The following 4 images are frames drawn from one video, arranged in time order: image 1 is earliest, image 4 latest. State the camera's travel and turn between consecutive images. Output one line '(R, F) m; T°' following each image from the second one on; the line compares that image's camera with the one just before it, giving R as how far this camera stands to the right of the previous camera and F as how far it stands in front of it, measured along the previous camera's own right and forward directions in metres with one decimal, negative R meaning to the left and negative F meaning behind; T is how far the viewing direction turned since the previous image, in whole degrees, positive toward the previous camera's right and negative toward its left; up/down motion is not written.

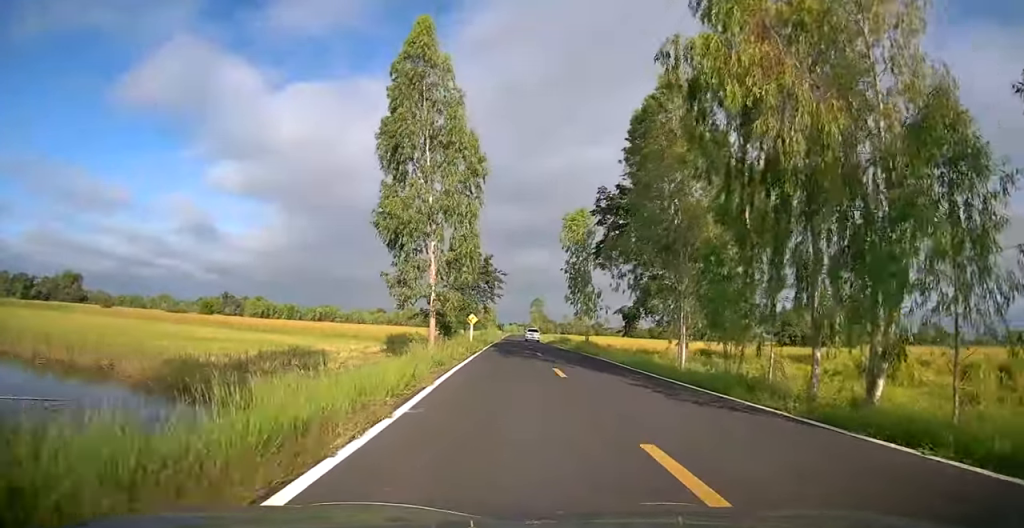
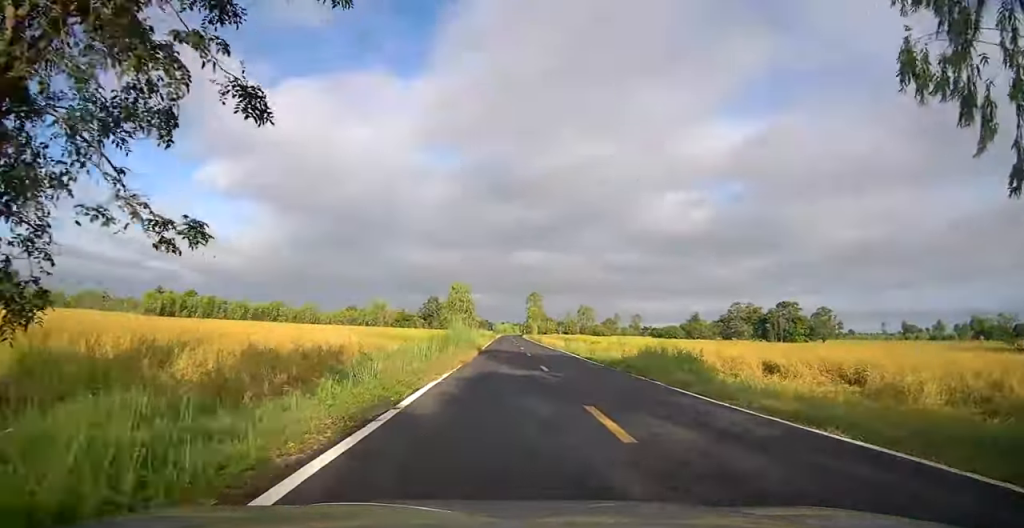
(+0.6, +44.7) m; +1°
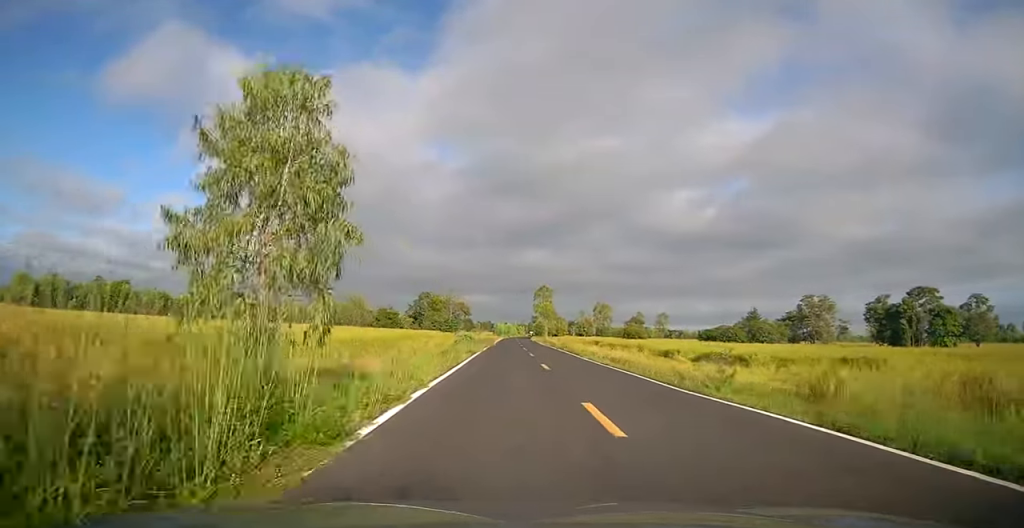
(-0.5, +36.2) m; 0°
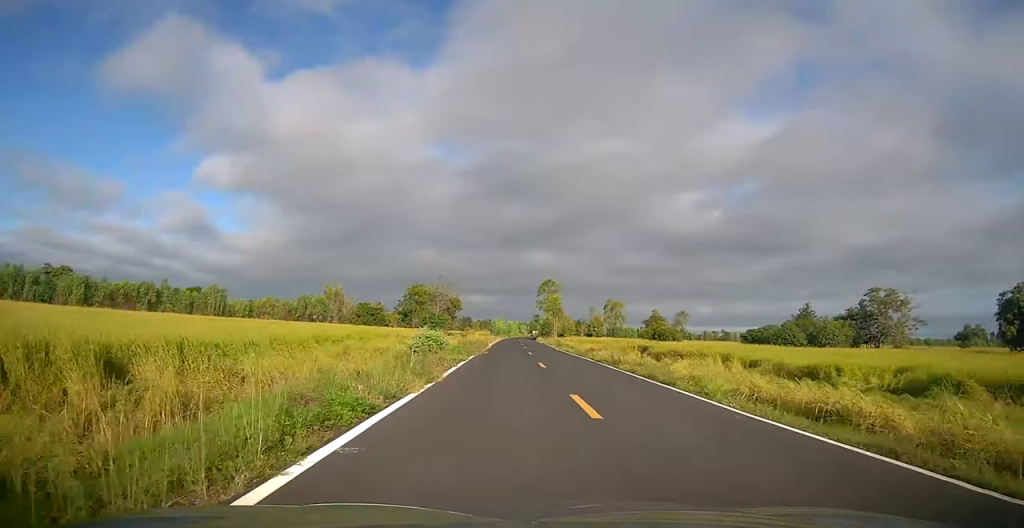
(-0.3, +22.5) m; 0°
